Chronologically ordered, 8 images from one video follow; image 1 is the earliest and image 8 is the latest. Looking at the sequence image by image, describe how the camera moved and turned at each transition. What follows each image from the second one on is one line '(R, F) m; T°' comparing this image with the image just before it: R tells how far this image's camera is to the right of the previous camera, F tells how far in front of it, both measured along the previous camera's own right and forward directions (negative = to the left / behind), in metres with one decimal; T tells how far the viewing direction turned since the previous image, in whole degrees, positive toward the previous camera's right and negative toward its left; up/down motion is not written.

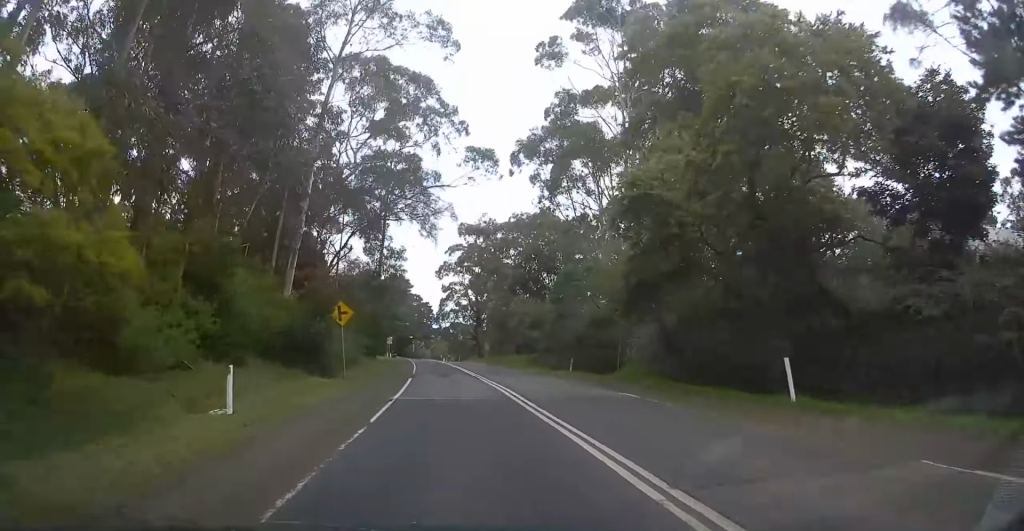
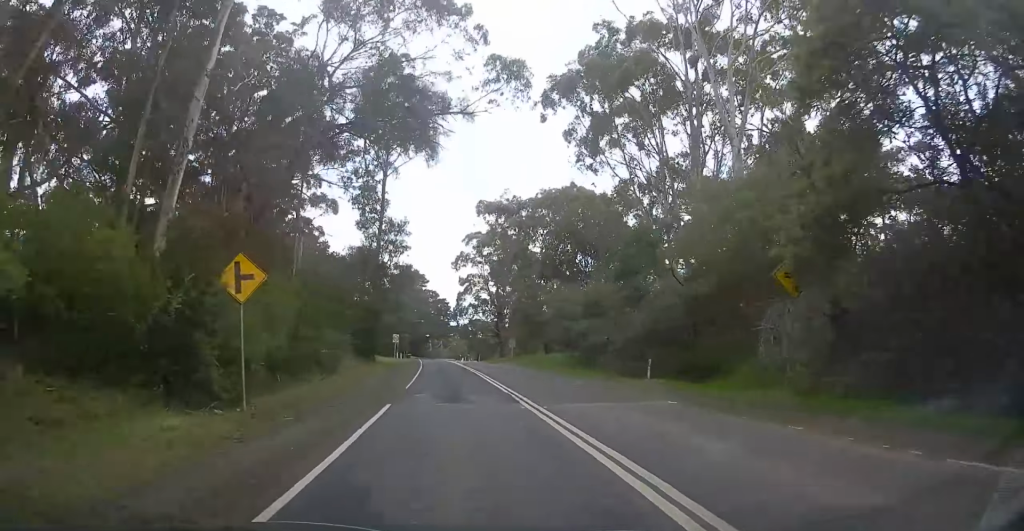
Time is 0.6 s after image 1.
(-0.4, +13.2) m; -3°
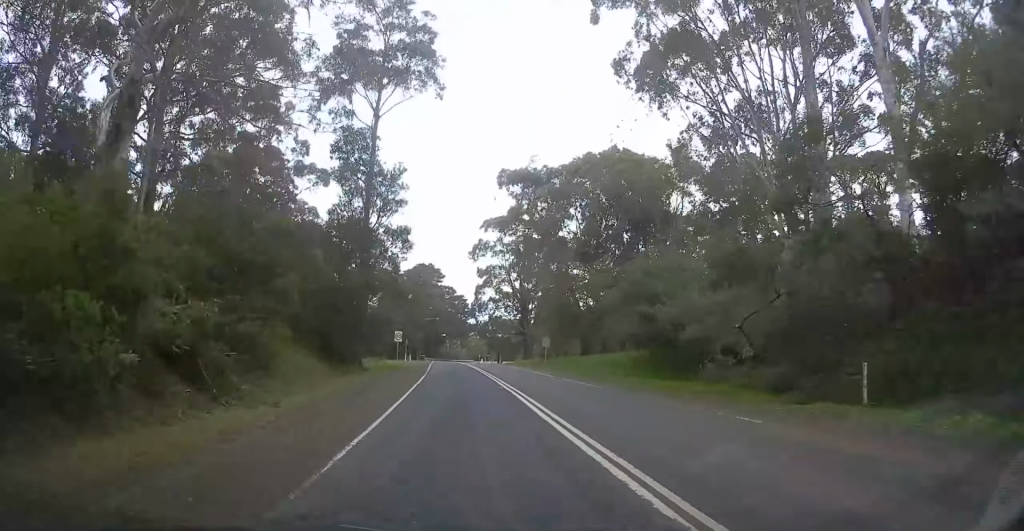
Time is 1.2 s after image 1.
(-0.3, +14.2) m; -1°
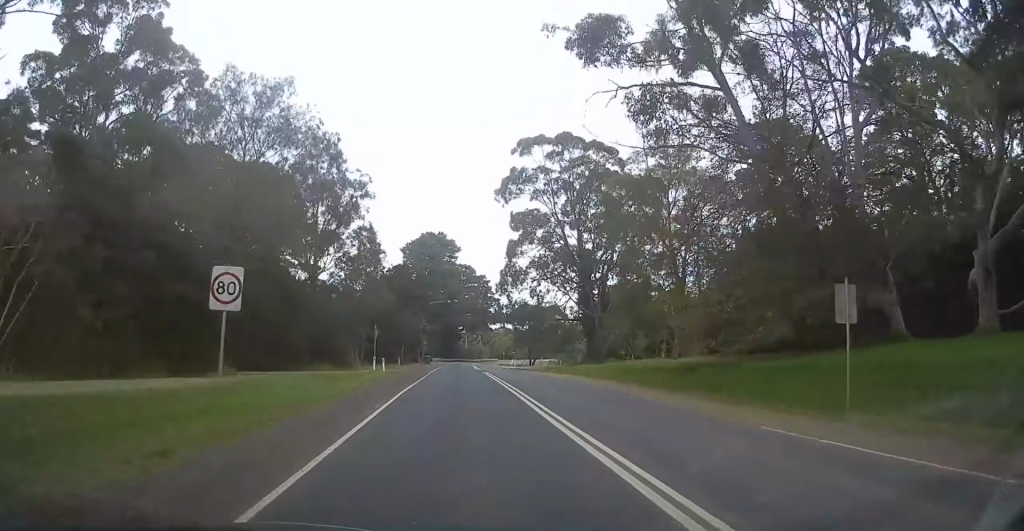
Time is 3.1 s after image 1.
(-0.5, +41.3) m; -1°
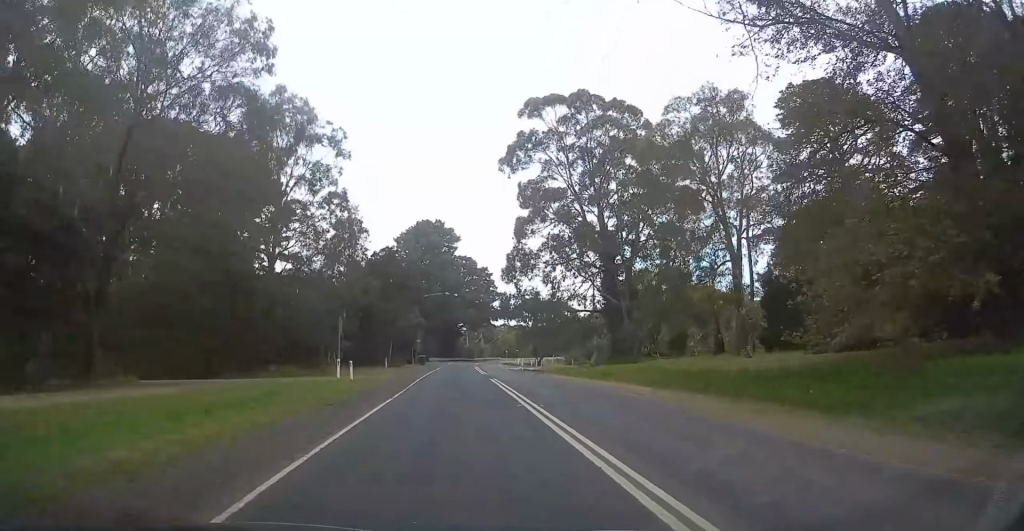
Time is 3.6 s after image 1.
(0.0, +11.4) m; 0°
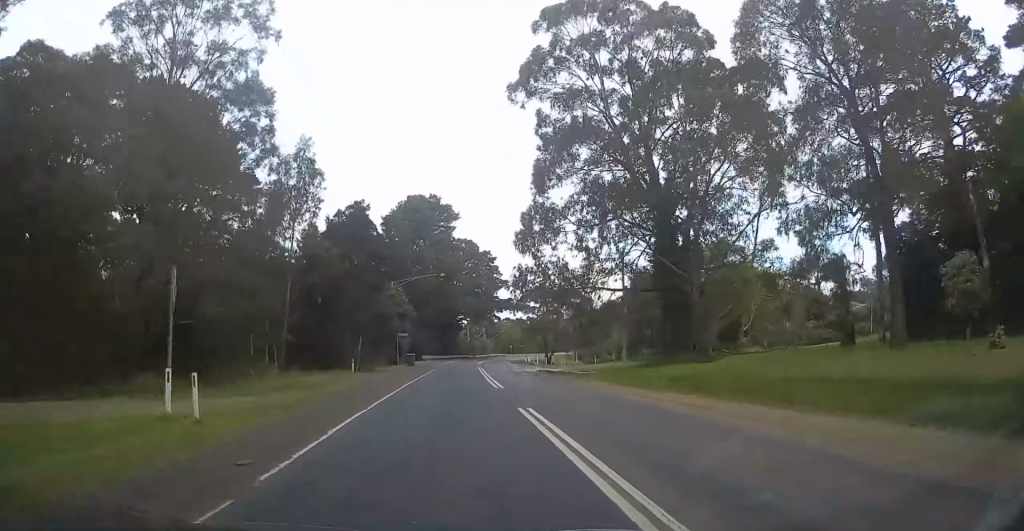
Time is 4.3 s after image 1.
(0.0, +16.2) m; 0°
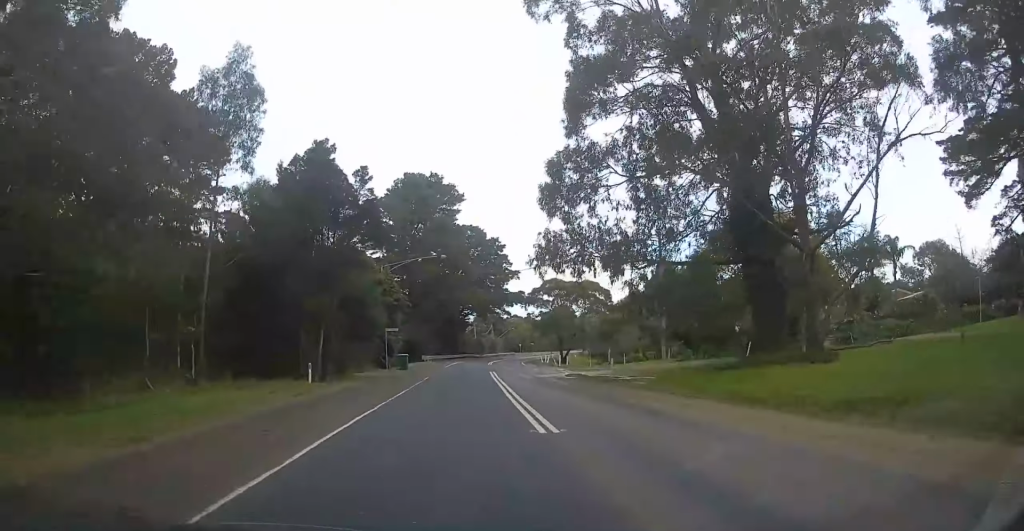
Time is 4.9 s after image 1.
(0.0, +11.1) m; -1°
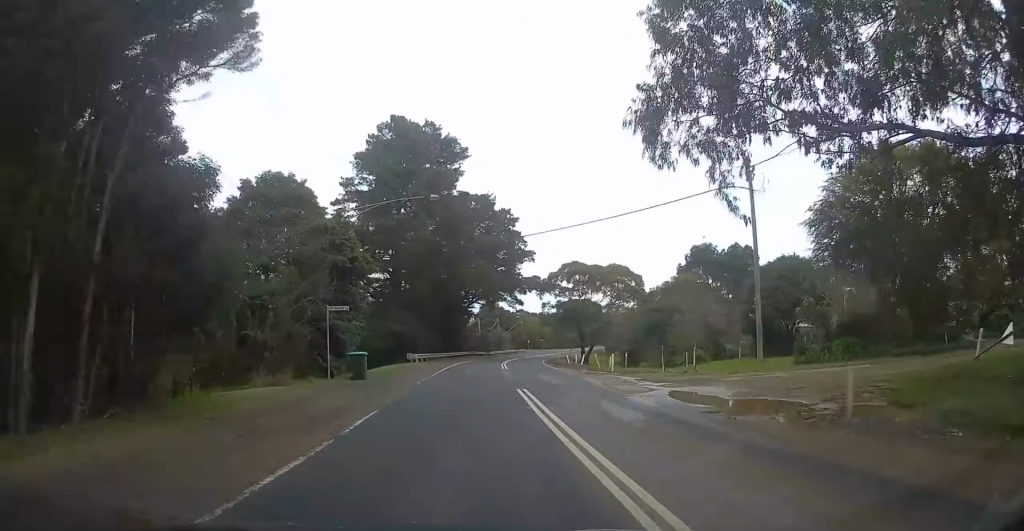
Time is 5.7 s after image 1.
(-0.1, +19.1) m; -1°
